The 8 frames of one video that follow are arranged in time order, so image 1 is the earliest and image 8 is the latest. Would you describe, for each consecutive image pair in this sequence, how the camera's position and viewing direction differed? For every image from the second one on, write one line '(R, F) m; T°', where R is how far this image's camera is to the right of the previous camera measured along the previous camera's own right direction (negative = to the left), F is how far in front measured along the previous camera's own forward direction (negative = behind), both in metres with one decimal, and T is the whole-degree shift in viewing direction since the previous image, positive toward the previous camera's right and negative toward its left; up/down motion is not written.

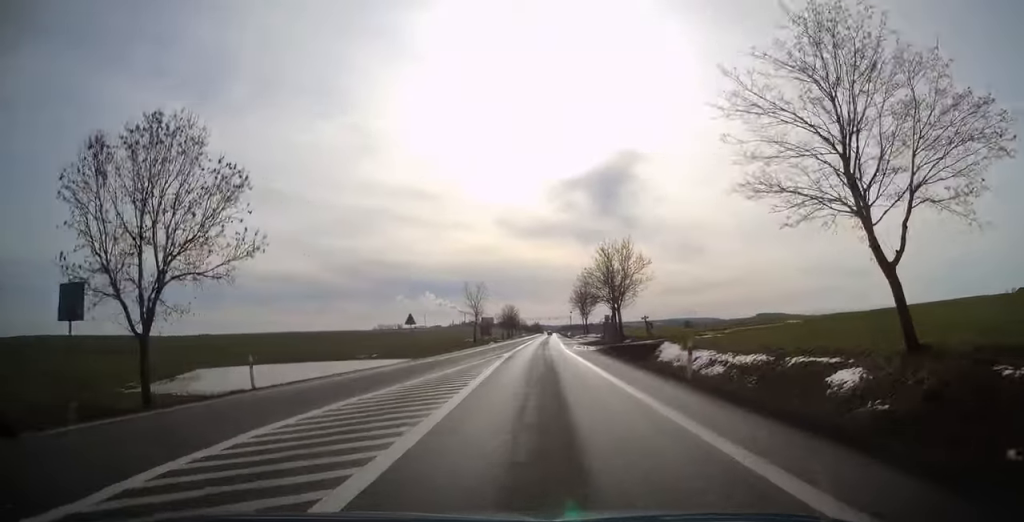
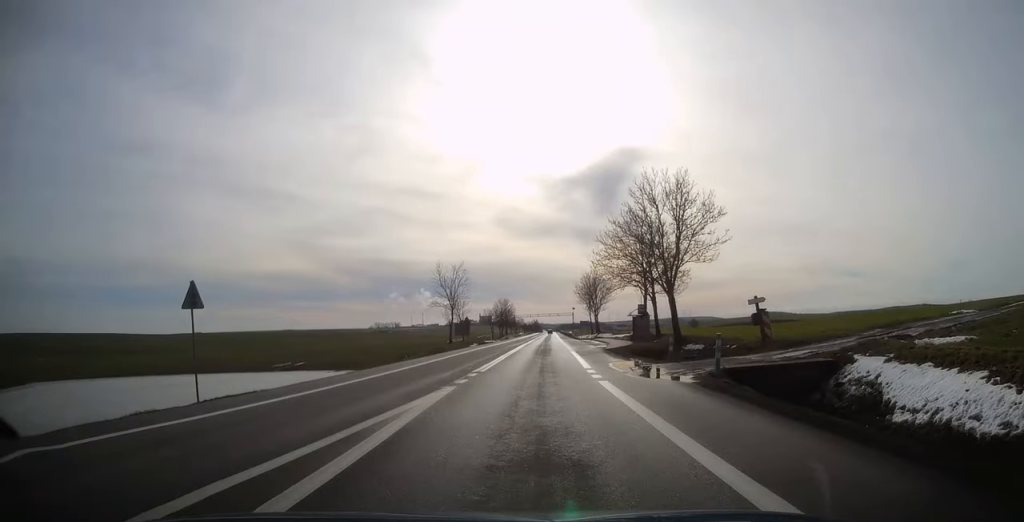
(0.0, +26.3) m; 0°
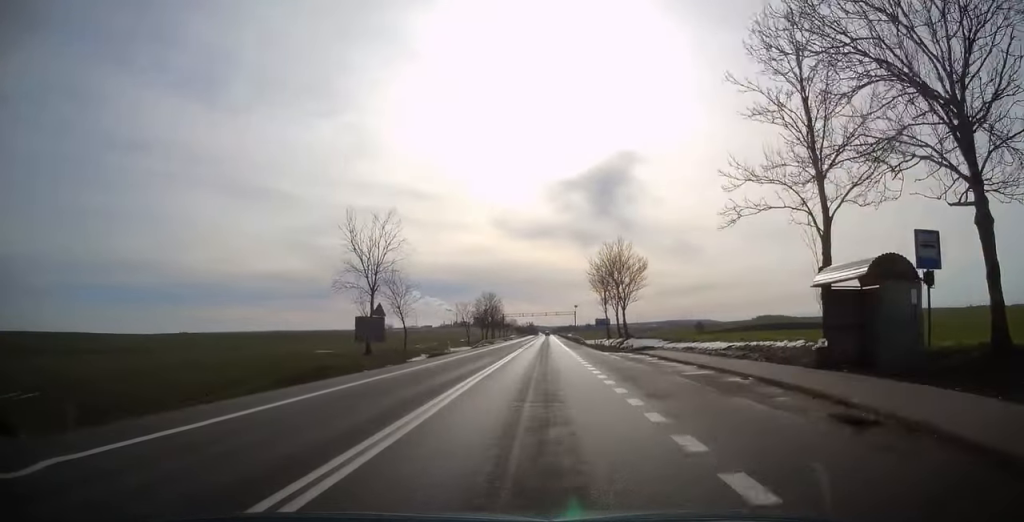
(0.0, +36.0) m; 0°
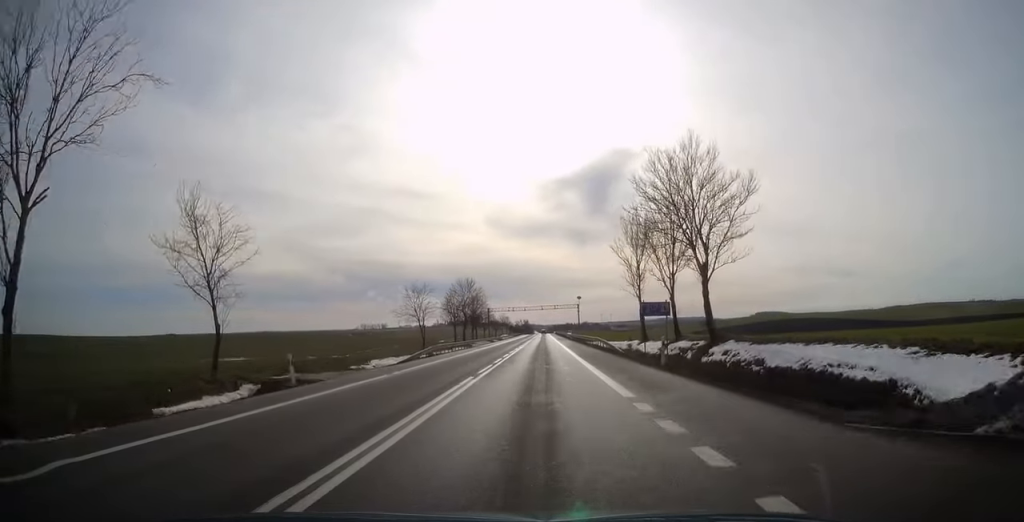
(+0.1, +32.2) m; 0°
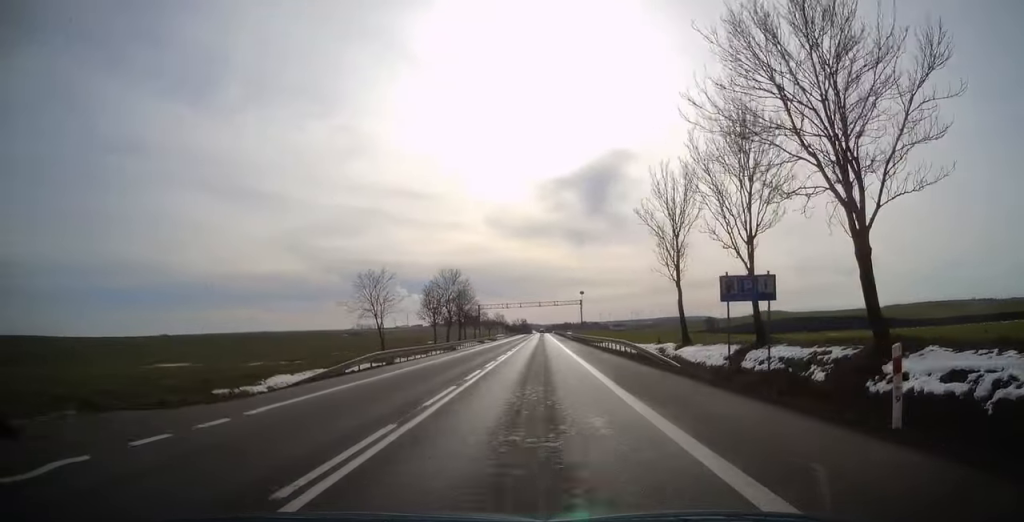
(0.0, +15.3) m; 0°
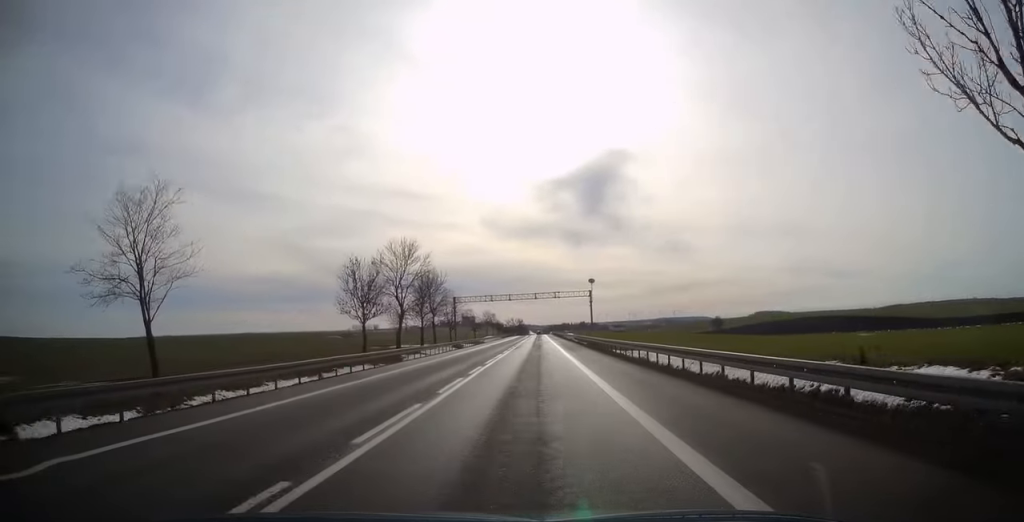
(+0.1, +28.4) m; 0°
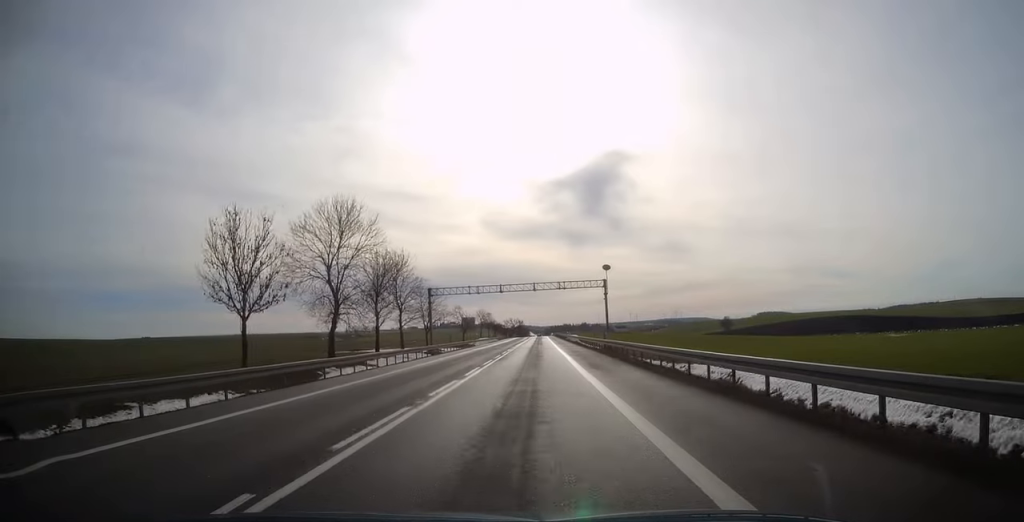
(0.0, +19.1) m; 0°
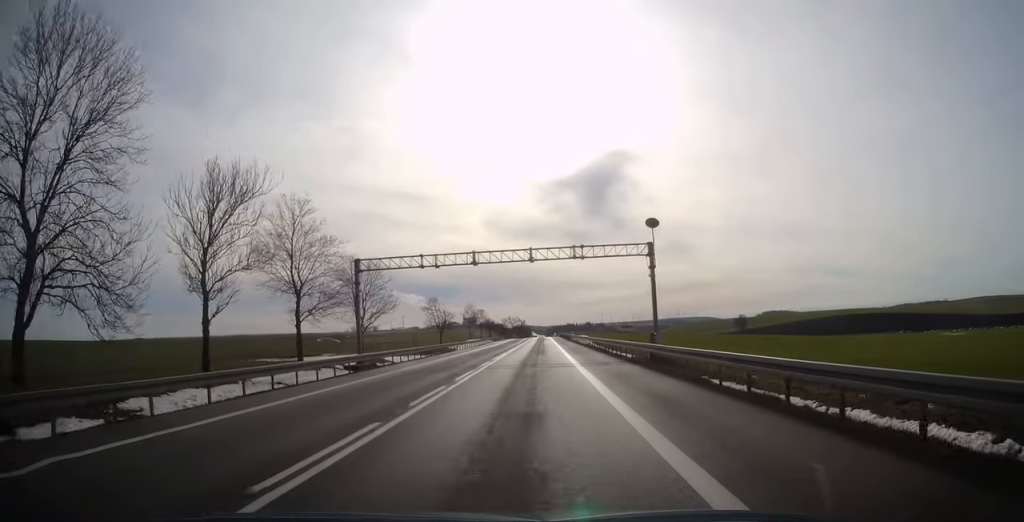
(0.0, +26.9) m; 0°
